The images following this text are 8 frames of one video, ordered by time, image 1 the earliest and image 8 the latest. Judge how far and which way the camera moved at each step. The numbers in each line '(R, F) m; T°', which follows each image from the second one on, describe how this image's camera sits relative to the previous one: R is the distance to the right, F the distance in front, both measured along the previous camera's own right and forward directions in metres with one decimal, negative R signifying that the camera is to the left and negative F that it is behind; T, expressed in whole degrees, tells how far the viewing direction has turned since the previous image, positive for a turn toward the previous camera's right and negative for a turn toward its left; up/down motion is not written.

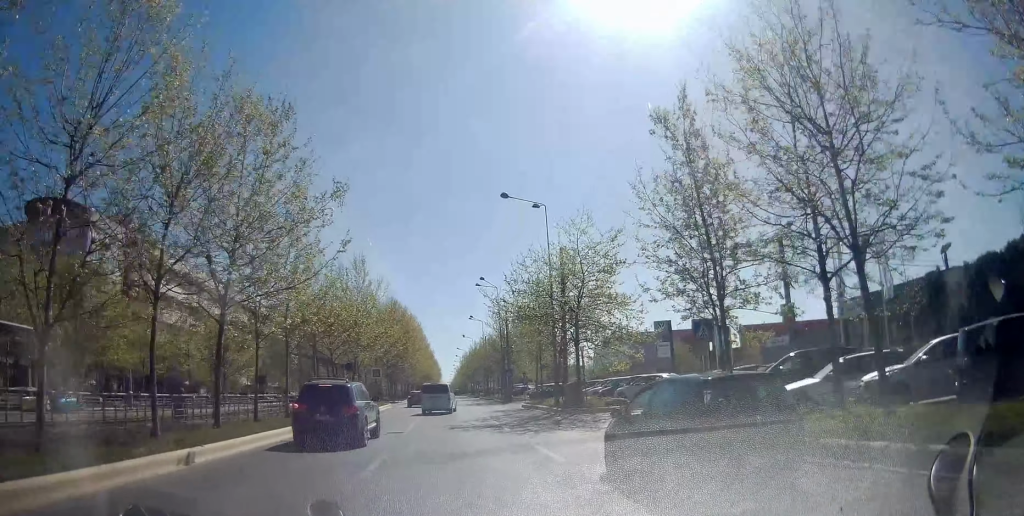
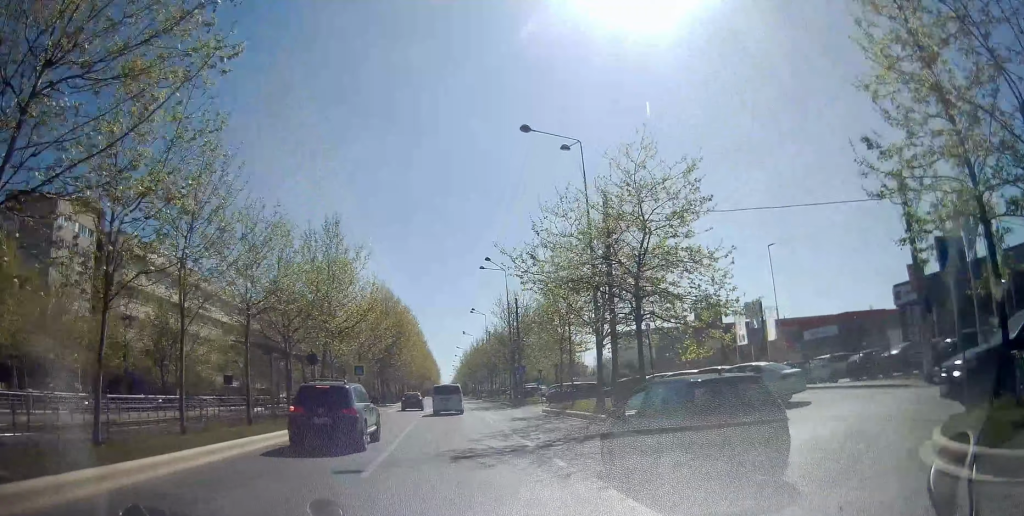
(+0.1, +9.9) m; -1°
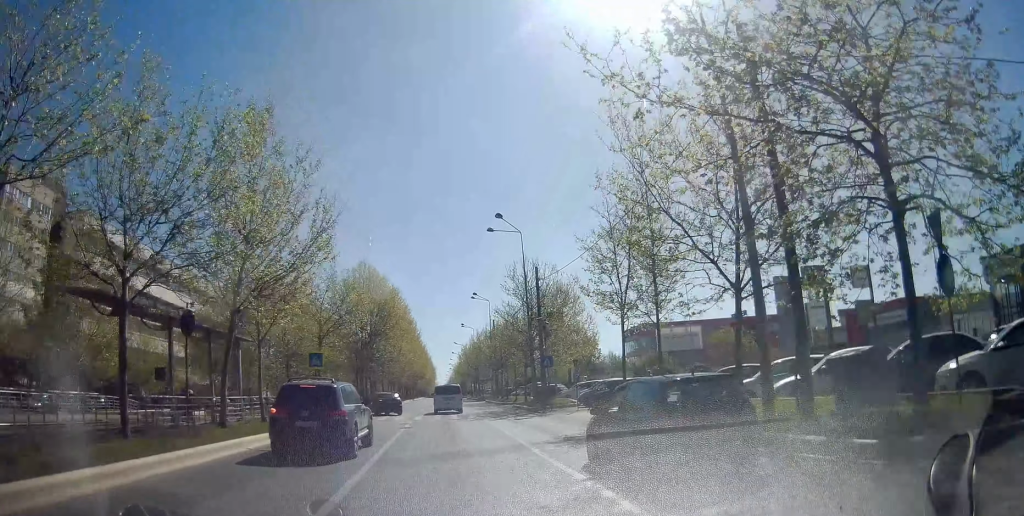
(-0.4, +12.6) m; 0°
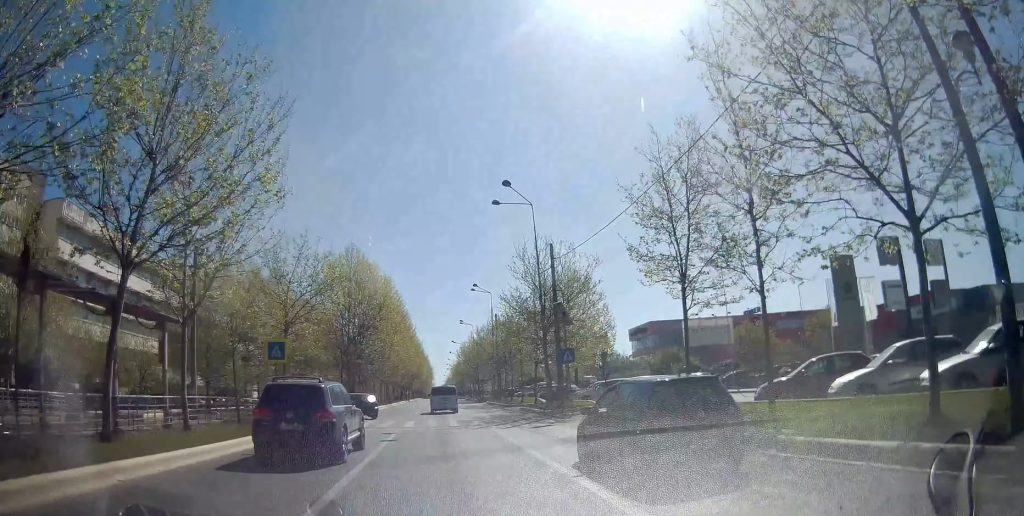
(+0.2, +6.3) m; +1°
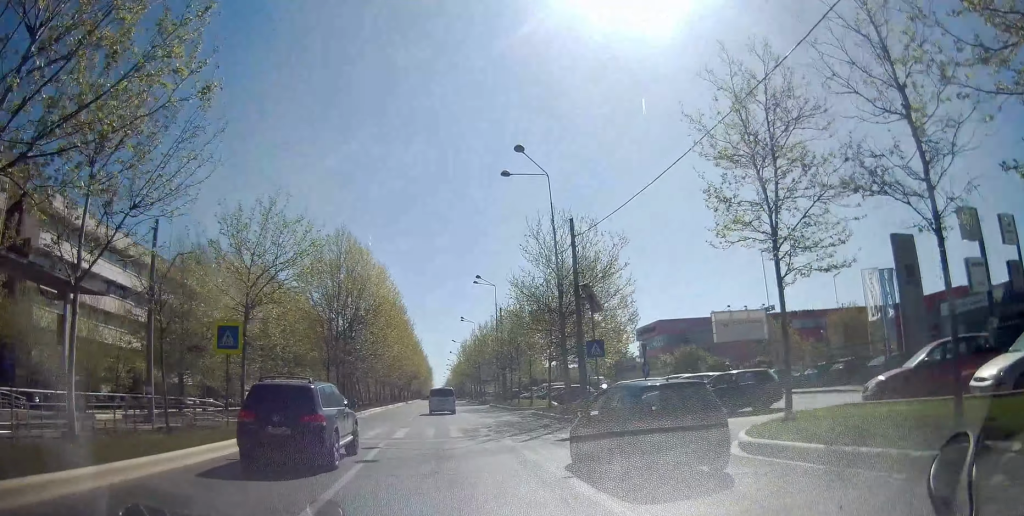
(+0.1, +5.2) m; +1°
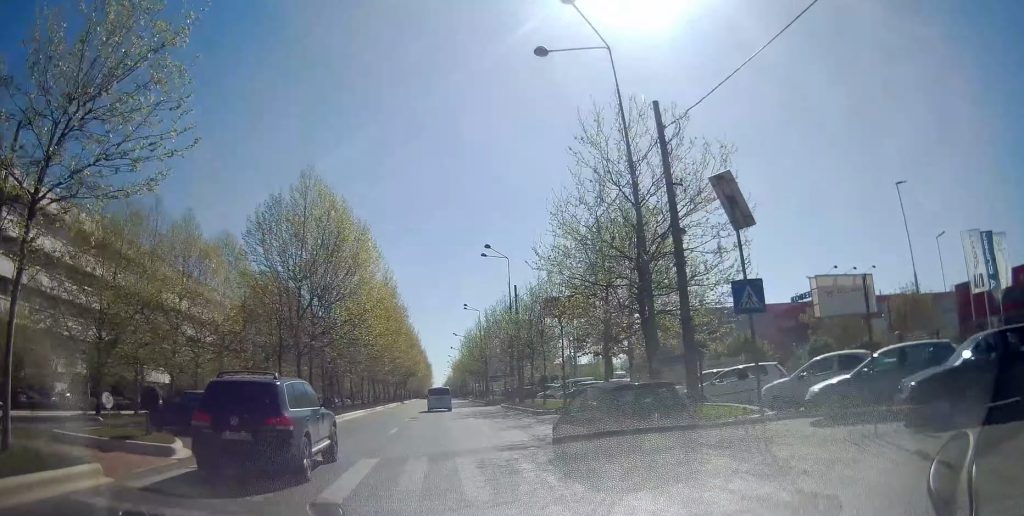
(+0.1, +11.7) m; 0°
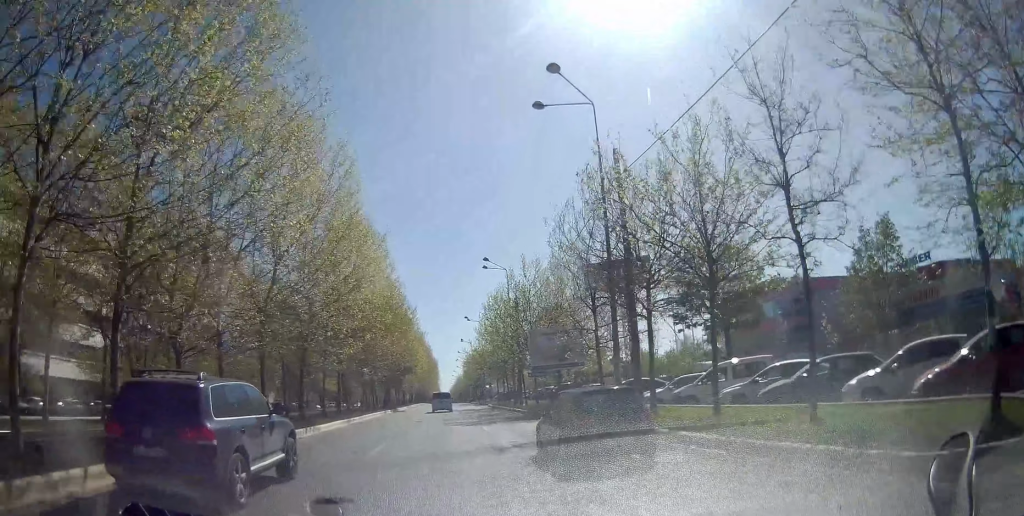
(-0.9, +25.5) m; -2°
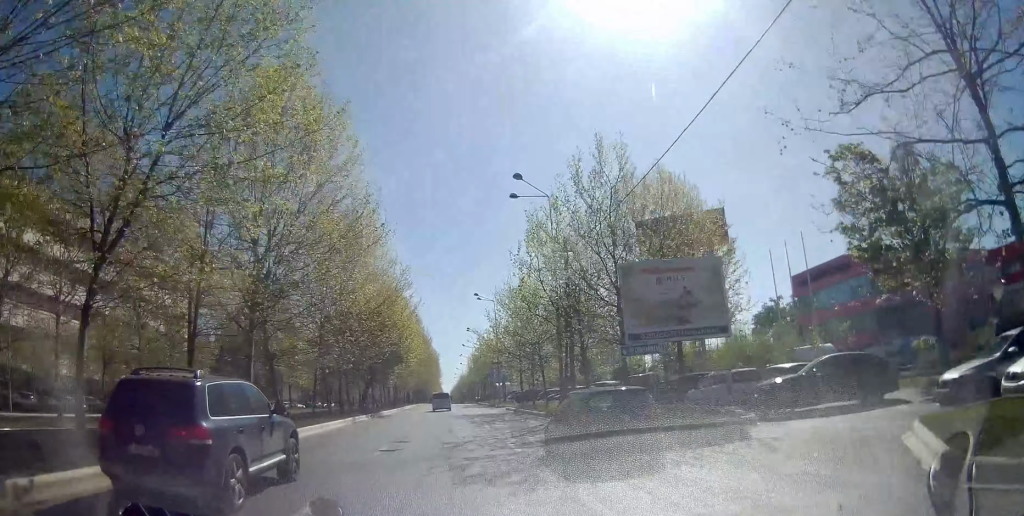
(+0.3, +18.7) m; 0°
